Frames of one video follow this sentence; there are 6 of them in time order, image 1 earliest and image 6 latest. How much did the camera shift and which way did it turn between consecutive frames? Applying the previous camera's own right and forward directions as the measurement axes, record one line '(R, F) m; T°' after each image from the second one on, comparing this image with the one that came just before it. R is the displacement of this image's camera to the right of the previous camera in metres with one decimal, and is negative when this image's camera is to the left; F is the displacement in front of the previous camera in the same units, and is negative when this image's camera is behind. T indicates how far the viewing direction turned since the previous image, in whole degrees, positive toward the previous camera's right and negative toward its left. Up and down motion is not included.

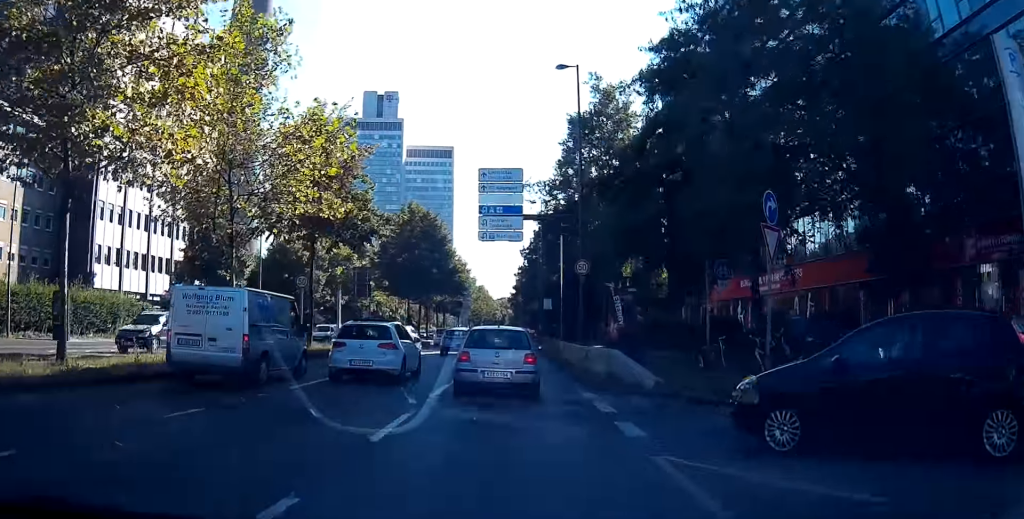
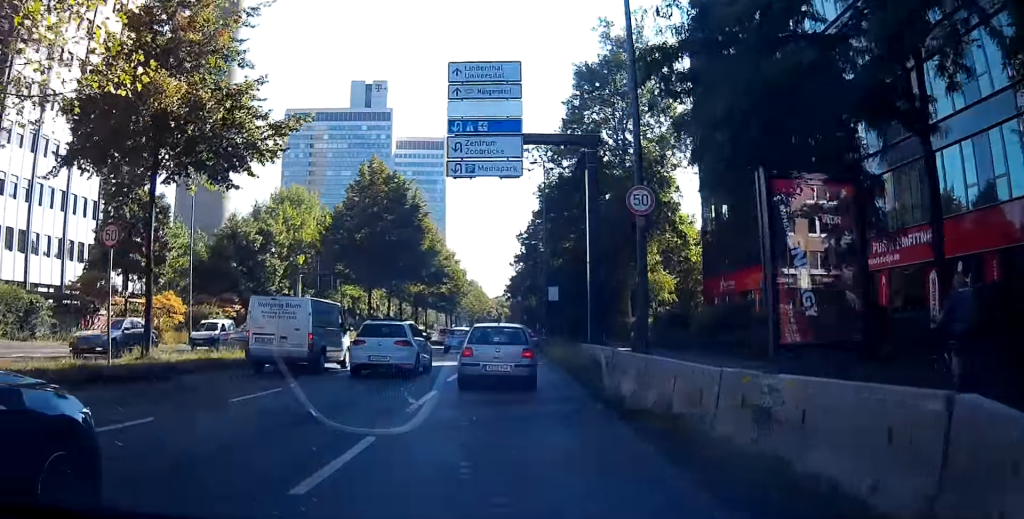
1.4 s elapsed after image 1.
(-0.1, +16.1) m; -1°
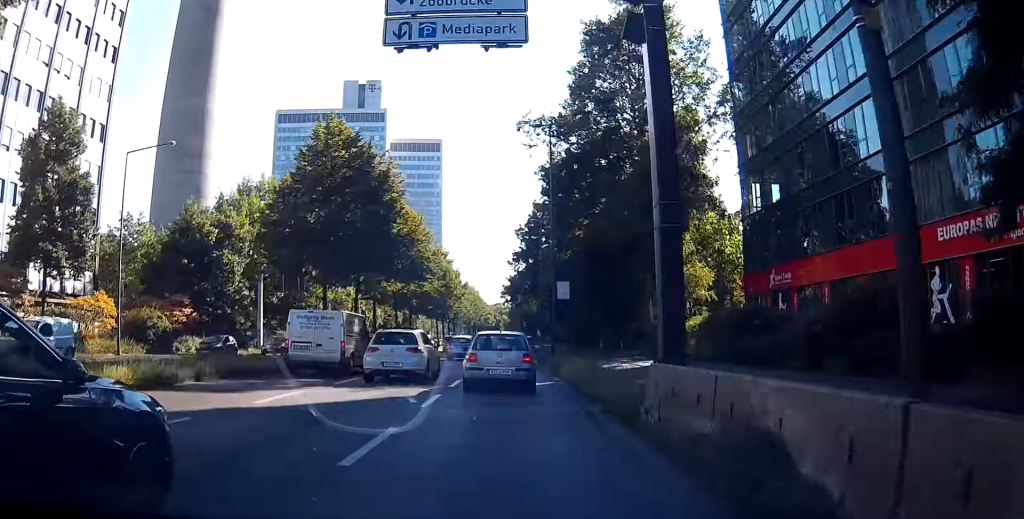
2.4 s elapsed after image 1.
(0.0, +12.3) m; 0°
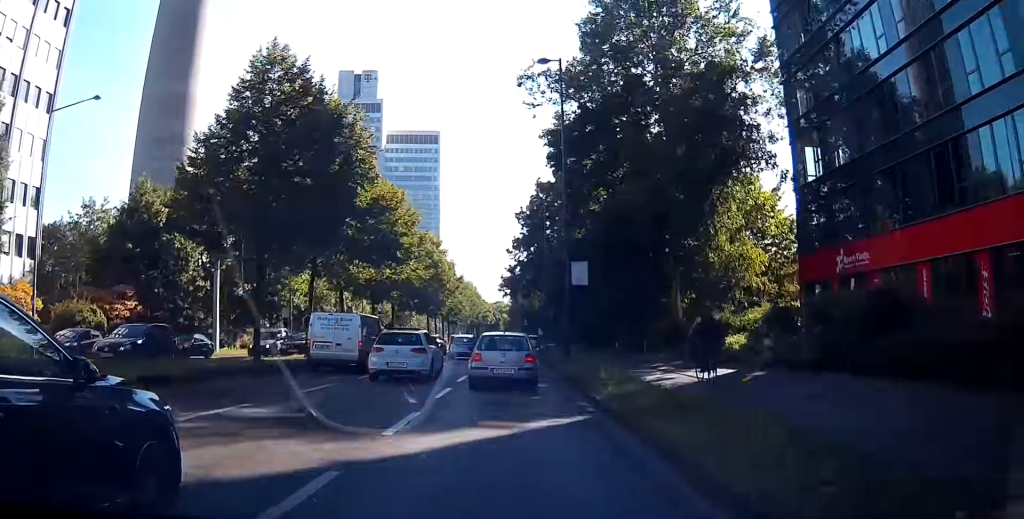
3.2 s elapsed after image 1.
(0.0, +10.4) m; 0°
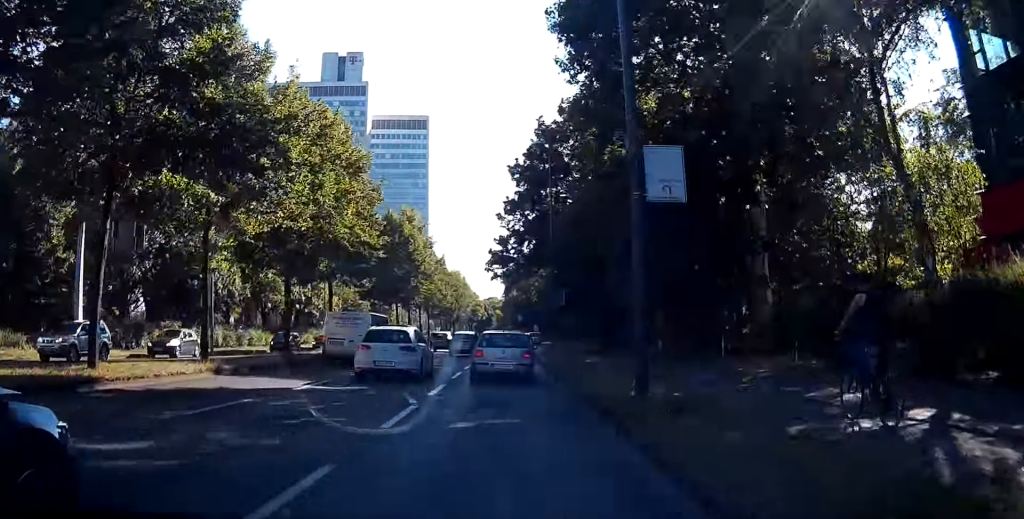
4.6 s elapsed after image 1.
(-0.2, +18.5) m; -2°
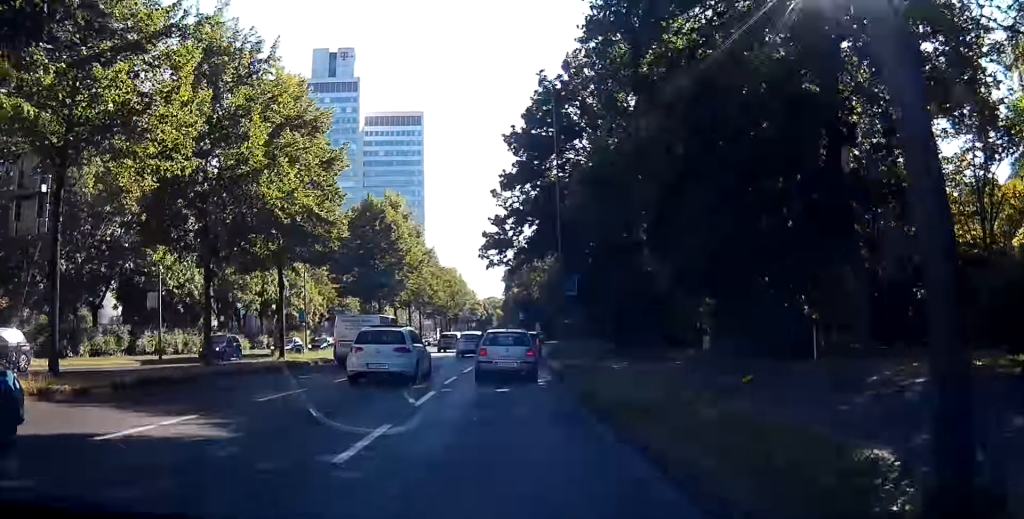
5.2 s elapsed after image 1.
(-0.1, +8.9) m; 0°
